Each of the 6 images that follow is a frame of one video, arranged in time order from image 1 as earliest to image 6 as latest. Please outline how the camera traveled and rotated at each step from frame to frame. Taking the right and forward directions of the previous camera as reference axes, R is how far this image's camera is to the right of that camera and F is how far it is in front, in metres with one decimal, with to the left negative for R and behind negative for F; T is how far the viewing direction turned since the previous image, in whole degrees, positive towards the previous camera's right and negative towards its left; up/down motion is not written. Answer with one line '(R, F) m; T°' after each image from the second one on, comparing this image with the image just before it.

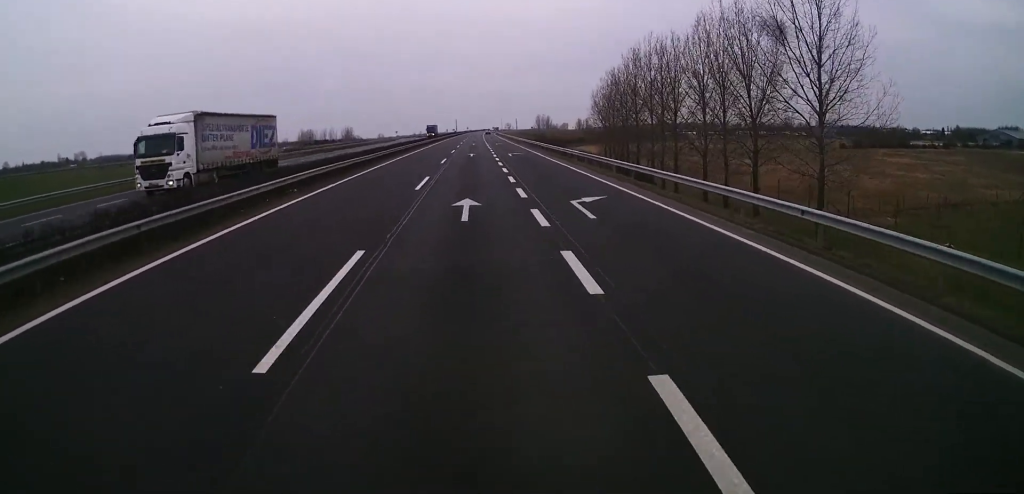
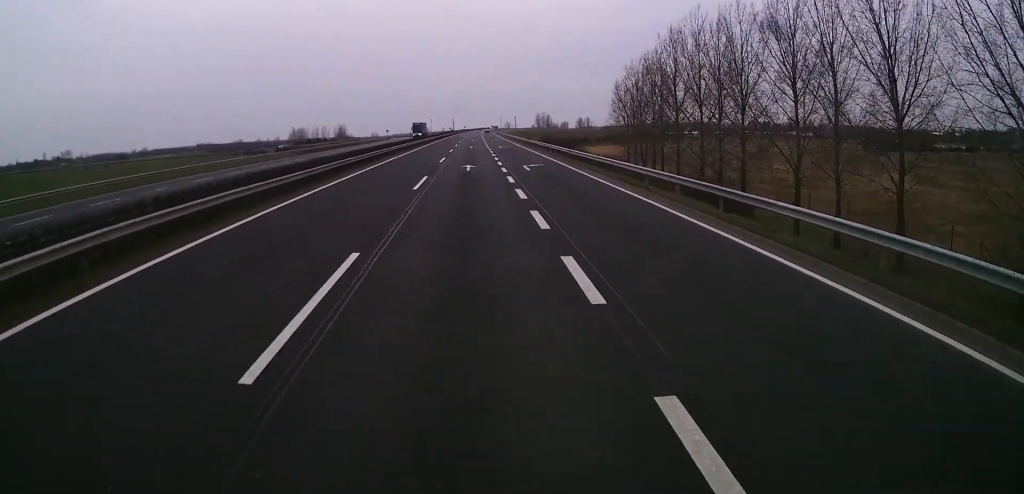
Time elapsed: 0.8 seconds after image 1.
(0.0, +18.9) m; 0°
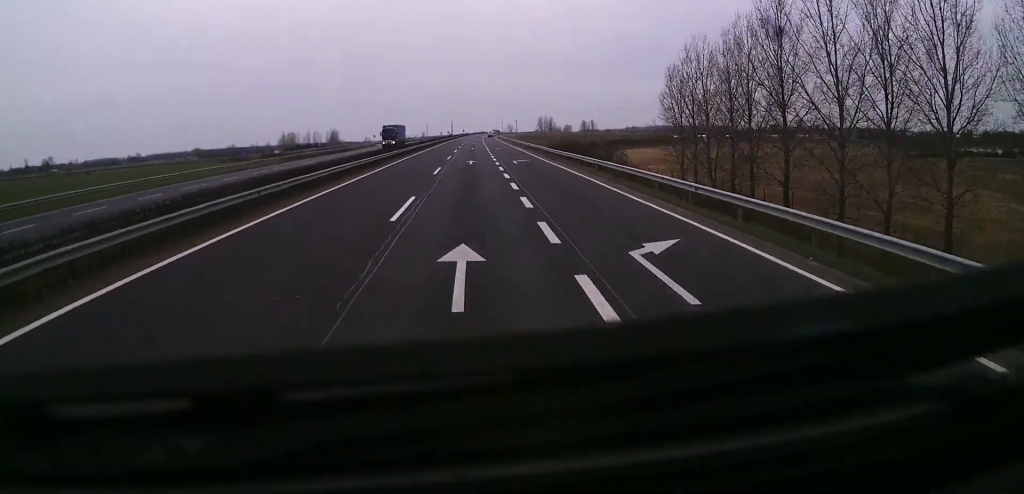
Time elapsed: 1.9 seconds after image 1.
(-0.2, +26.3) m; +1°
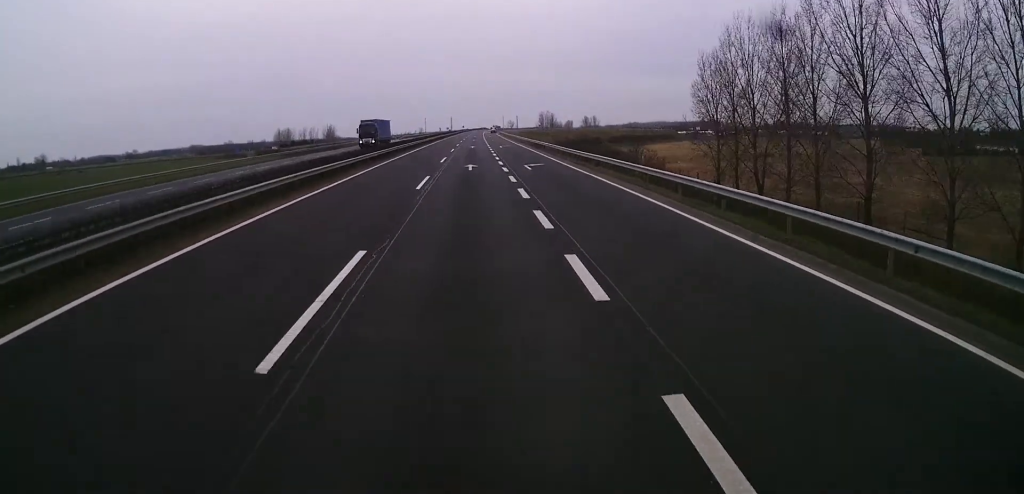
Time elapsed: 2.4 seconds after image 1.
(+0.3, +11.4) m; 0°
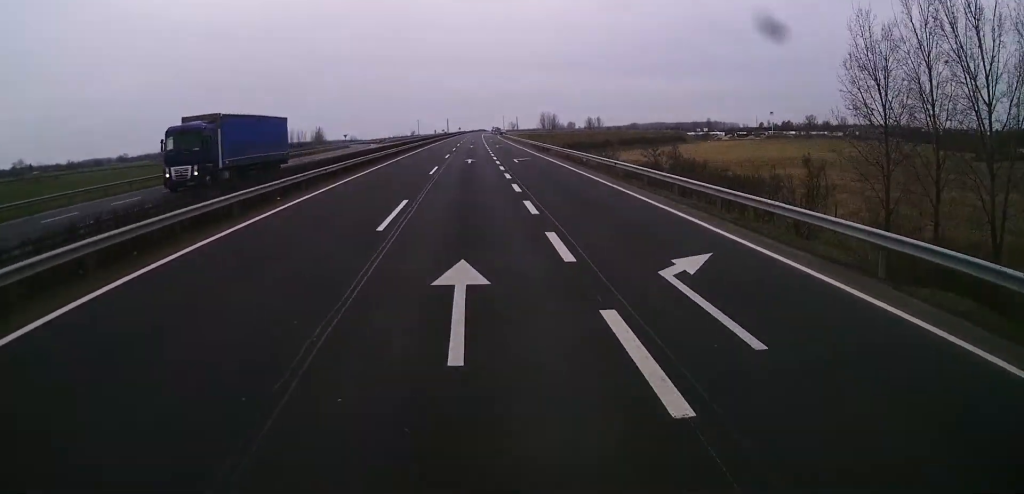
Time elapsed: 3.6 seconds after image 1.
(+0.1, +30.2) m; 0°
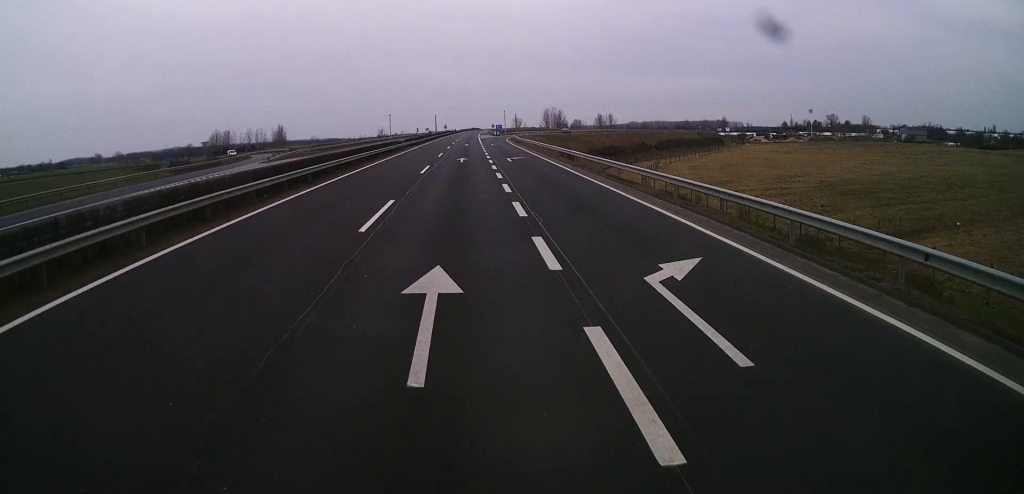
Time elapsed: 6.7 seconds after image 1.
(-0.1, +69.1) m; +1°
